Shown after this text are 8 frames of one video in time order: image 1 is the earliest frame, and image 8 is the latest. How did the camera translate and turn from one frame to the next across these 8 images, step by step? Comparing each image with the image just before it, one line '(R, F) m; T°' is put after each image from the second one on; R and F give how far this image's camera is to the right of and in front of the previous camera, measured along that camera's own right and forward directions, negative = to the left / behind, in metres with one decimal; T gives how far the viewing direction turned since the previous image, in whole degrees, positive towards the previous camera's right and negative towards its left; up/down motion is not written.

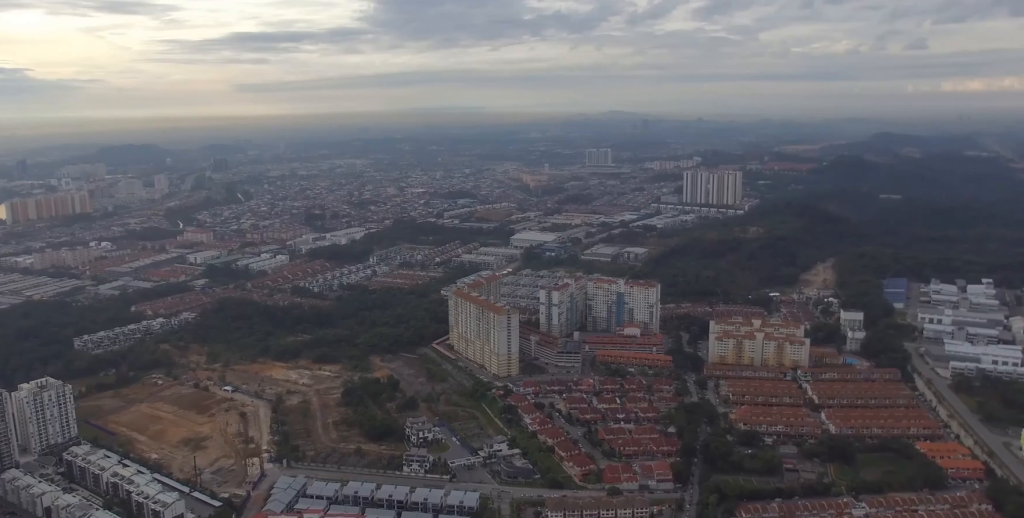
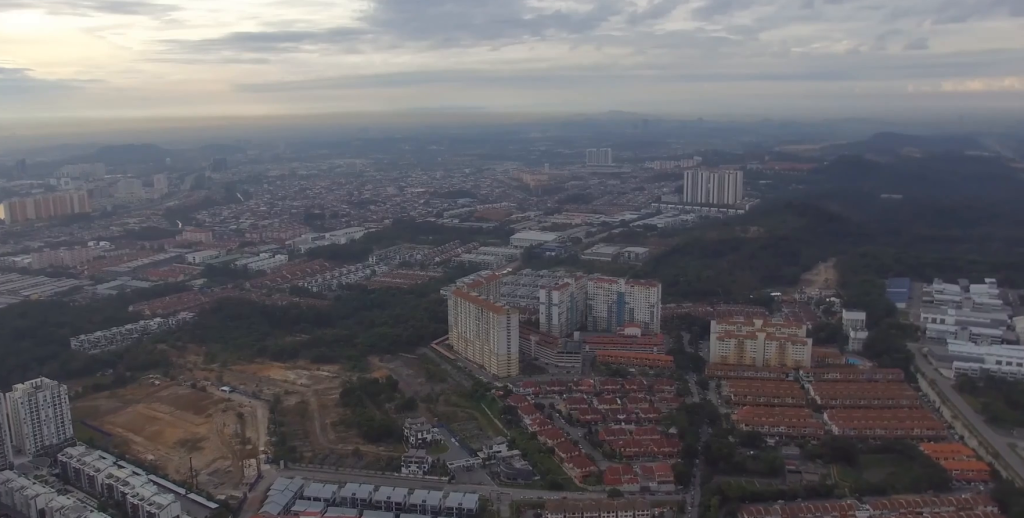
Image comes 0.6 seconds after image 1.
(0.0, +6.3) m; 0°
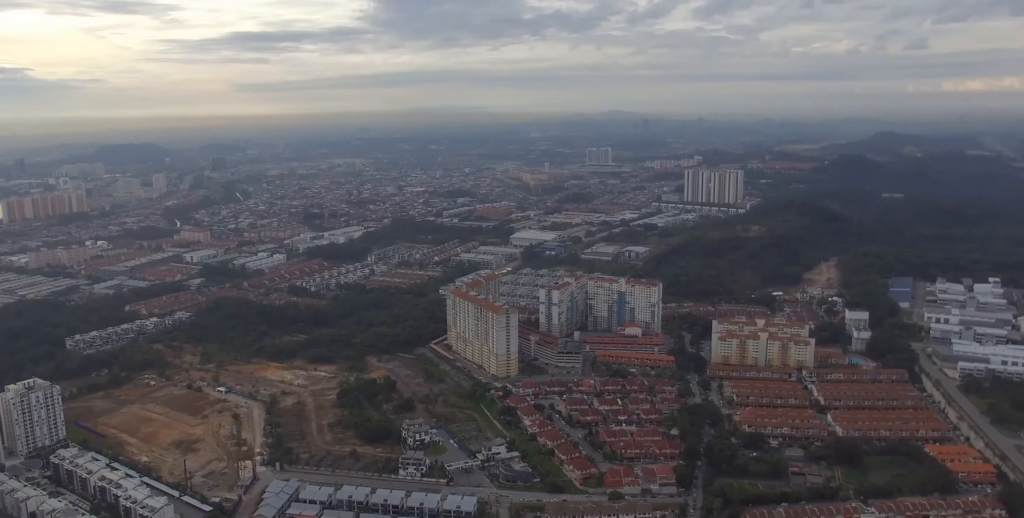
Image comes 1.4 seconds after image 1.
(0.0, +8.4) m; 0°
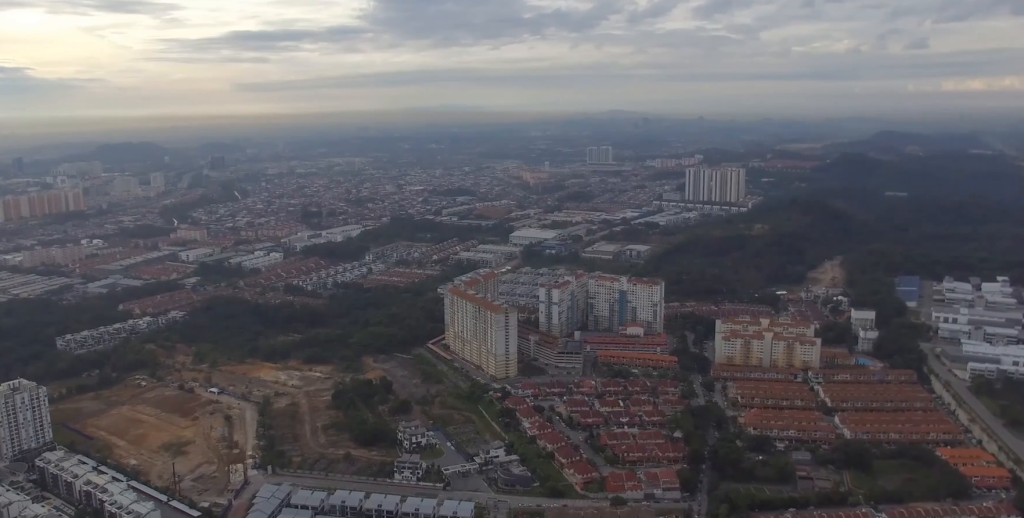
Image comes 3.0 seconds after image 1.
(0.0, +16.7) m; 0°
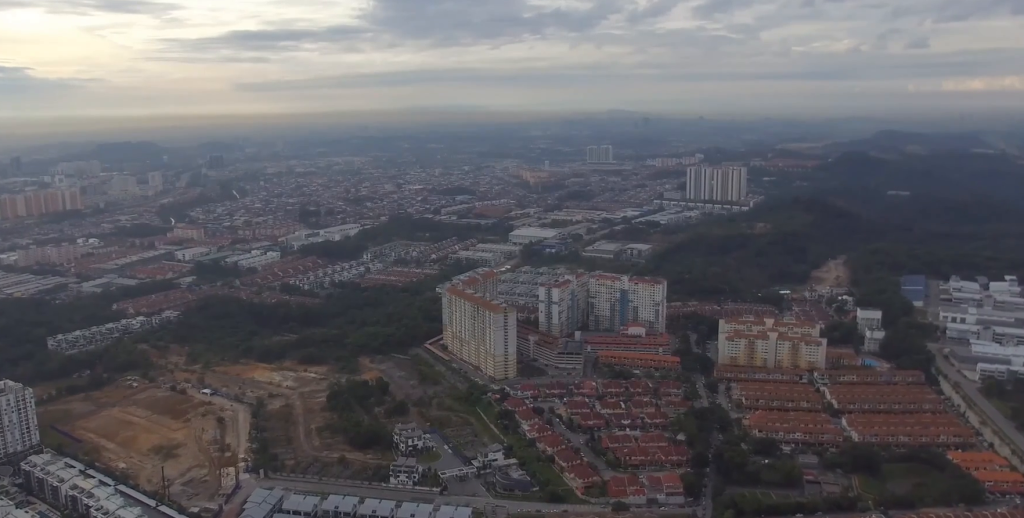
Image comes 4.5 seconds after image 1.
(0.0, +15.4) m; 0°
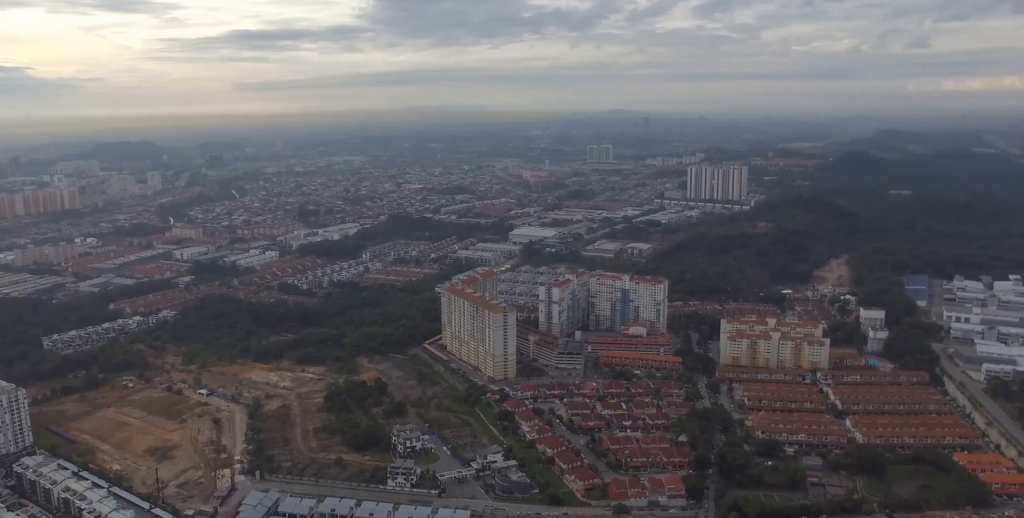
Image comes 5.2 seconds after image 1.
(0.0, +7.5) m; 0°
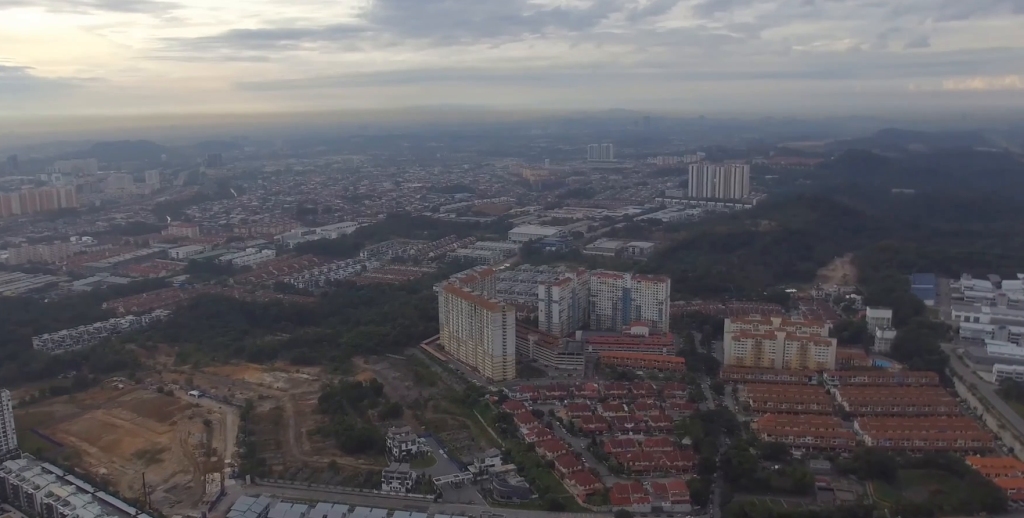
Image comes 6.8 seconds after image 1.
(0.0, +16.6) m; 0°
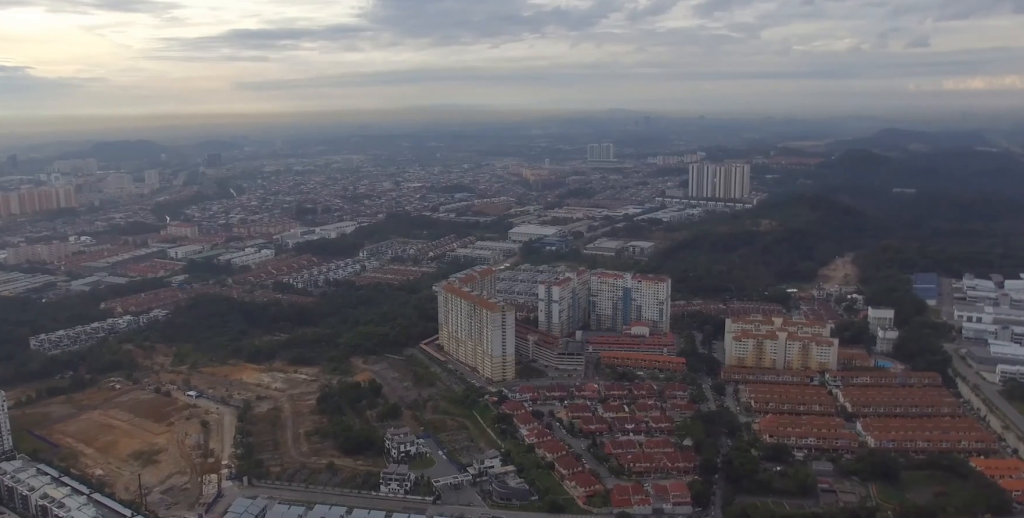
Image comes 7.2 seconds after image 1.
(0.0, +4.6) m; 0°
